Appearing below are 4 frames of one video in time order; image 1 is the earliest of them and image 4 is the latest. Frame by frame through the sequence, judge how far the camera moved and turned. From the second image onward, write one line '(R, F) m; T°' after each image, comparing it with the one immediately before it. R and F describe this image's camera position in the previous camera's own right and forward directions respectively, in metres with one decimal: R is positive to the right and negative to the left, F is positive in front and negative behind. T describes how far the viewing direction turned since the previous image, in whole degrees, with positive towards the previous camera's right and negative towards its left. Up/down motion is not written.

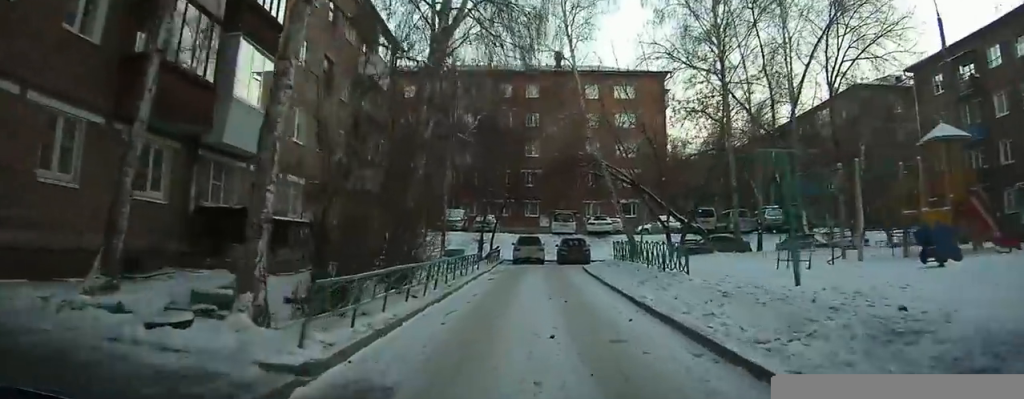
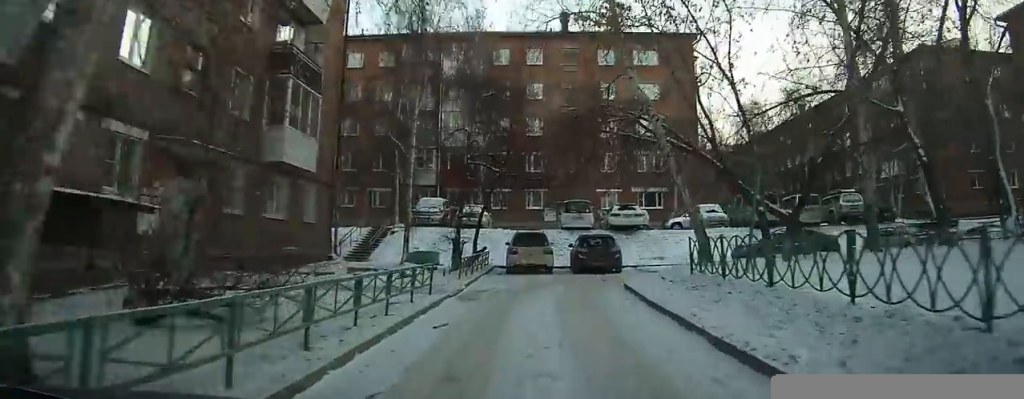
(+0.3, +12.1) m; +3°
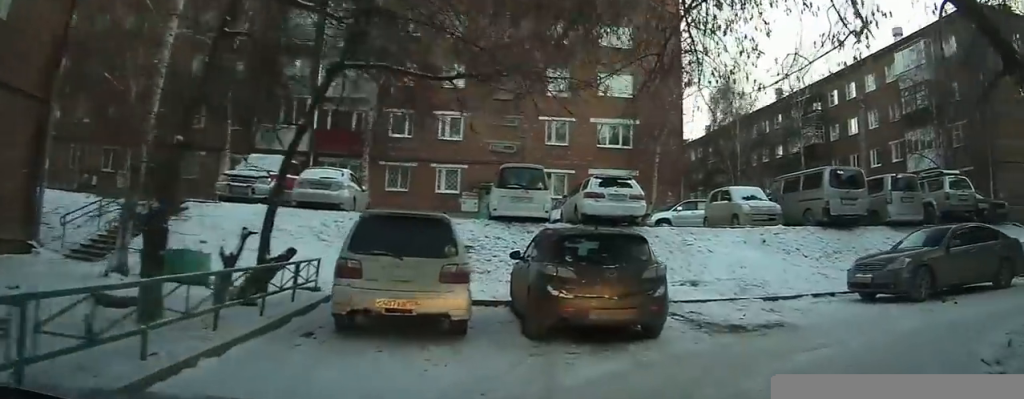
(+0.9, +14.5) m; +12°
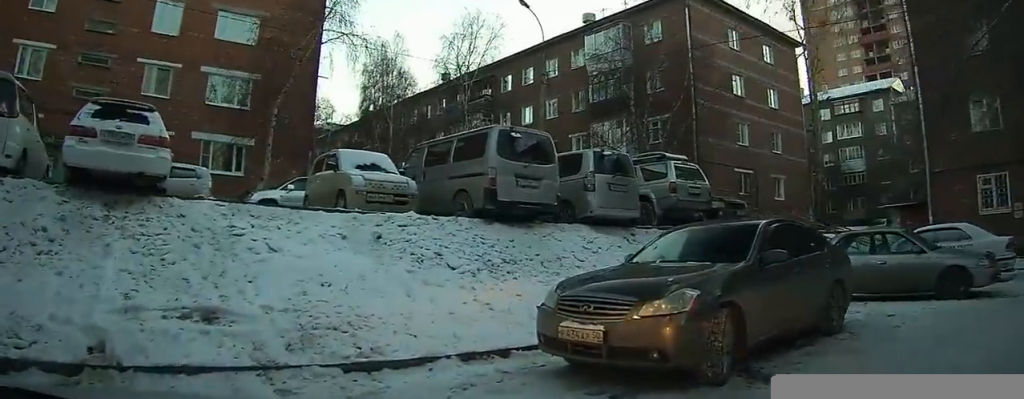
(+1.4, +10.4) m; +13°
